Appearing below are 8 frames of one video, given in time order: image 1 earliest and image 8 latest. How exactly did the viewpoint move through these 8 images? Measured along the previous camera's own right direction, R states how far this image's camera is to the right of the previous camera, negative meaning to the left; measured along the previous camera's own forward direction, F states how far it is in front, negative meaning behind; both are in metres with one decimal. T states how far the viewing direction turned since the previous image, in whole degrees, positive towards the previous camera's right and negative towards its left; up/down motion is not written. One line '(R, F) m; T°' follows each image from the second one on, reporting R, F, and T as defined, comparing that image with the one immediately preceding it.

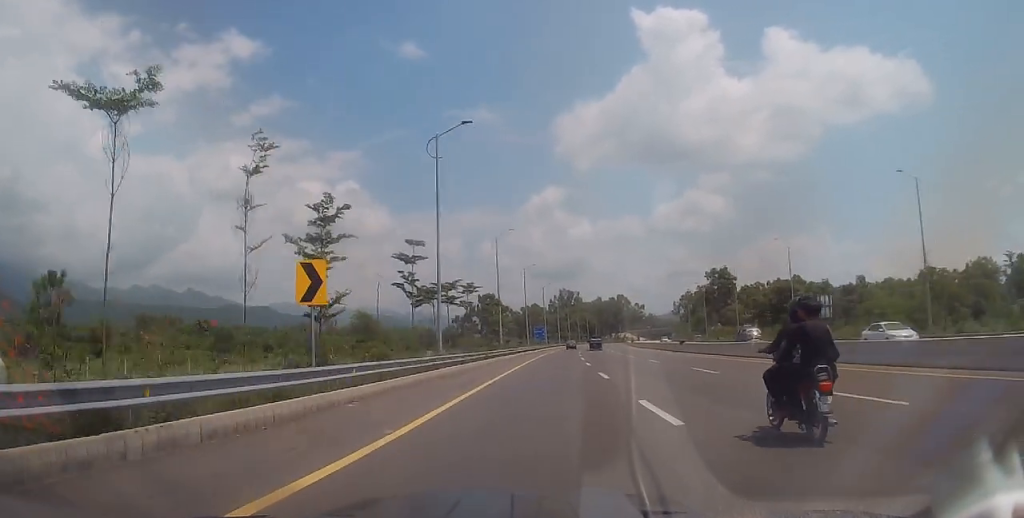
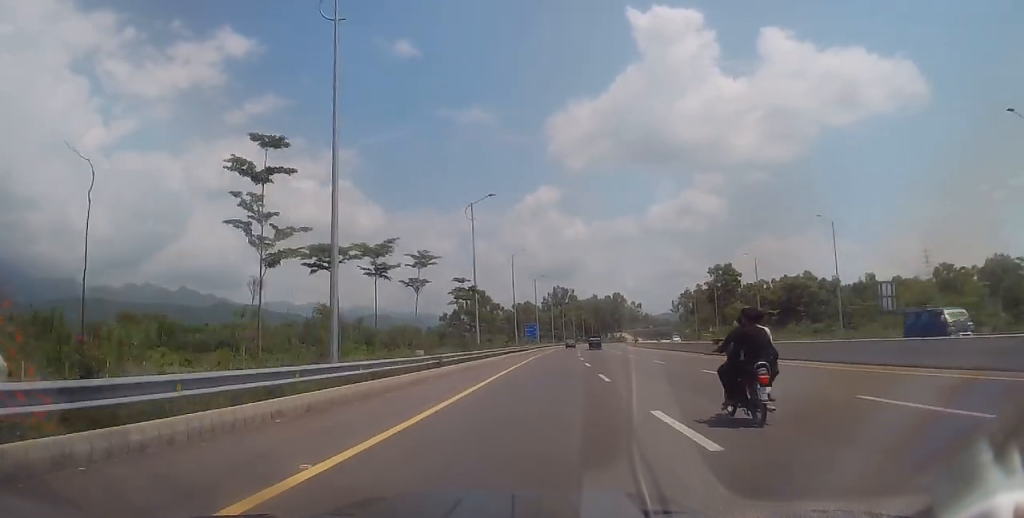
(0.0, +14.2) m; +1°
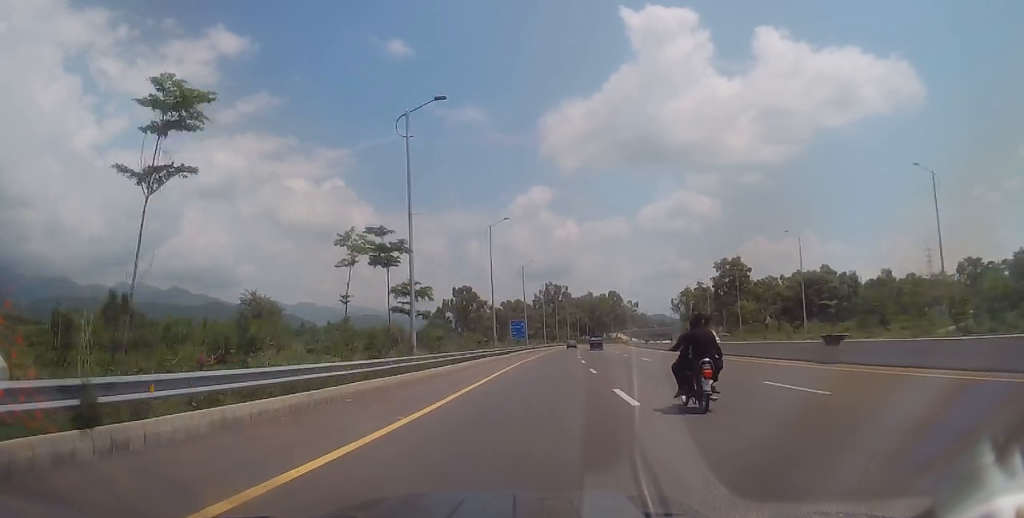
(+0.3, +19.3) m; -1°
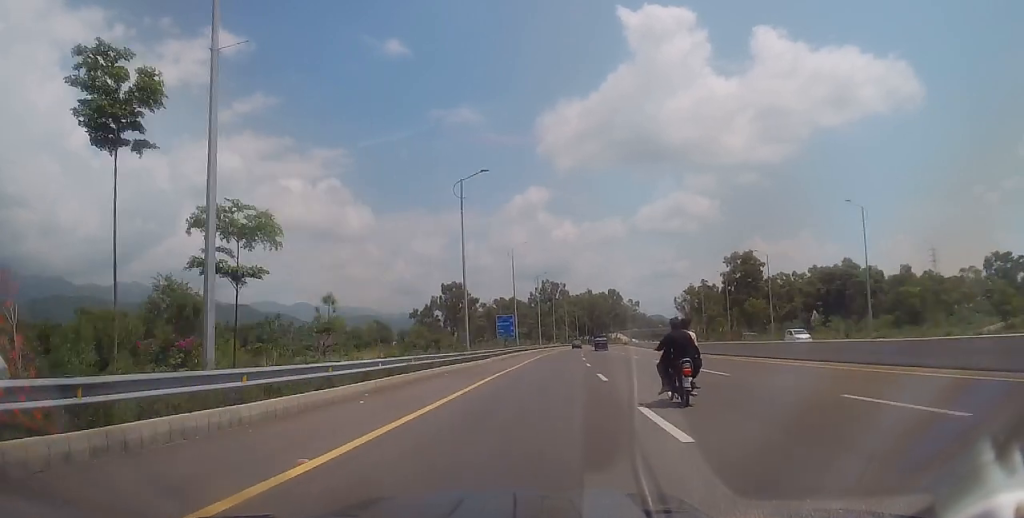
(-0.6, +16.4) m; 0°
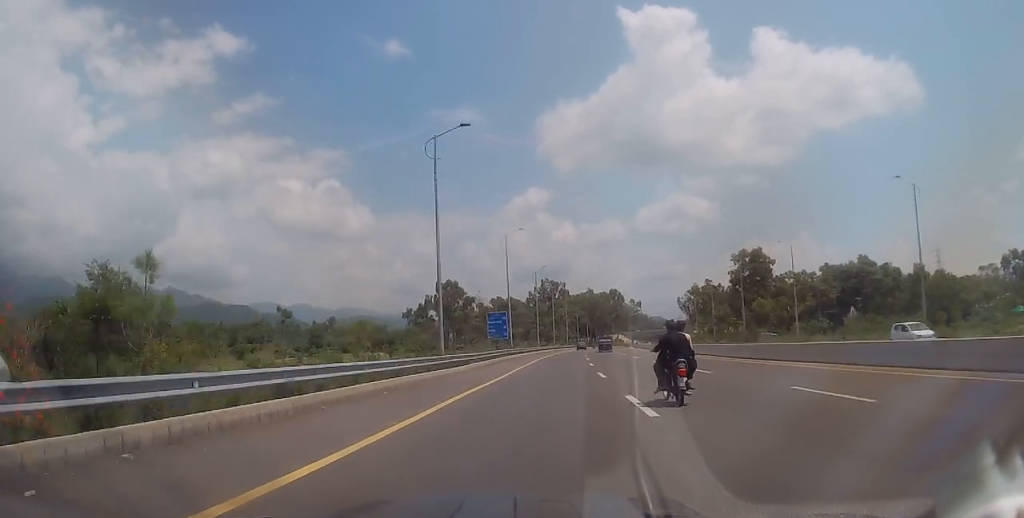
(+0.4, +9.1) m; +1°
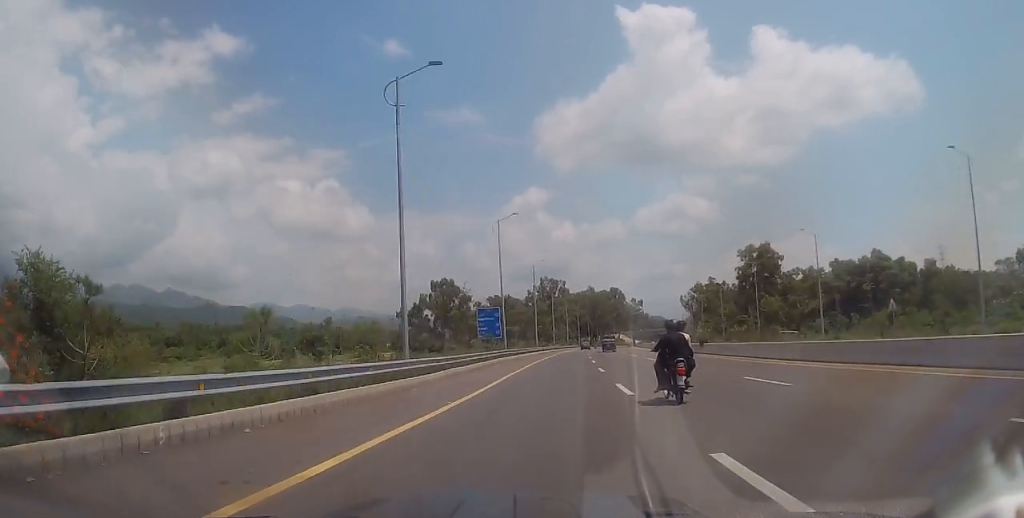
(+0.1, +7.6) m; +1°
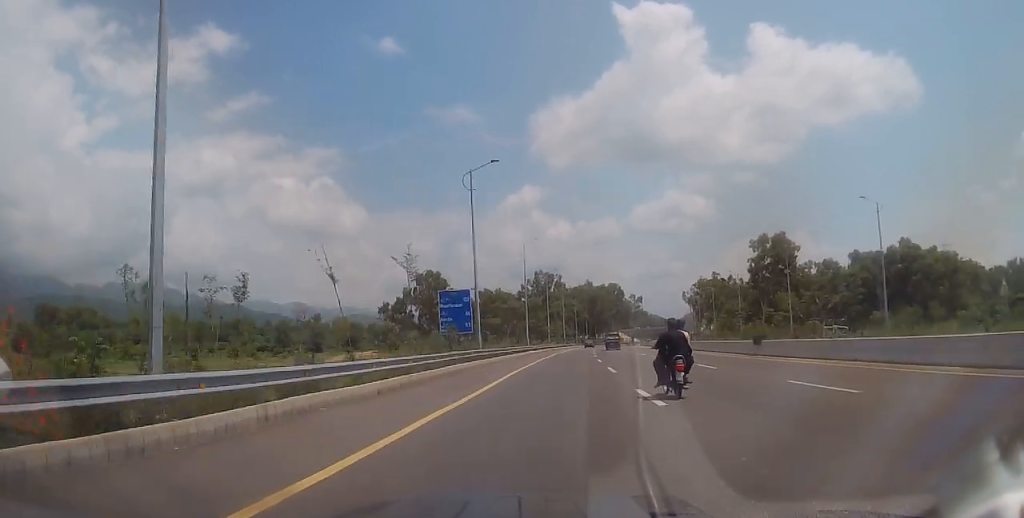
(0.0, +15.3) m; 0°
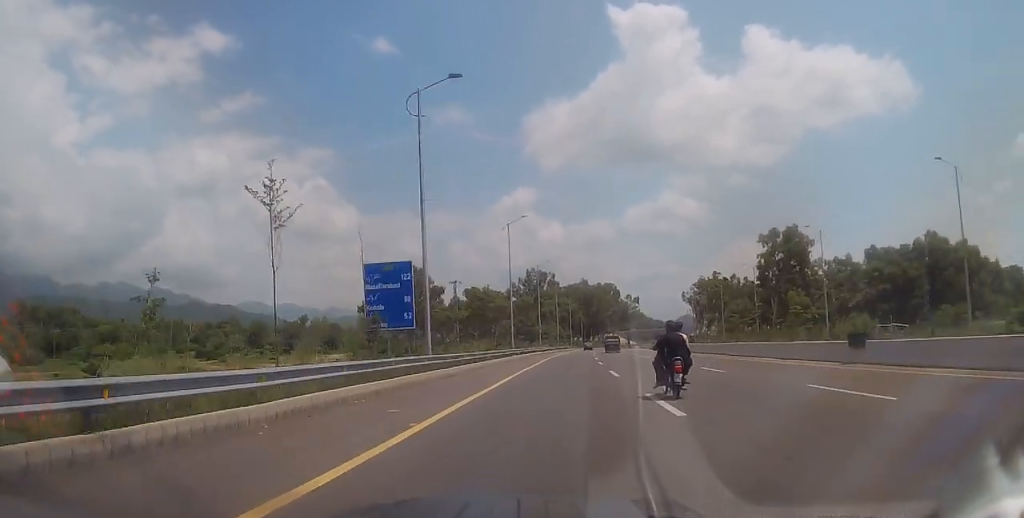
(+0.1, +13.2) m; 0°
